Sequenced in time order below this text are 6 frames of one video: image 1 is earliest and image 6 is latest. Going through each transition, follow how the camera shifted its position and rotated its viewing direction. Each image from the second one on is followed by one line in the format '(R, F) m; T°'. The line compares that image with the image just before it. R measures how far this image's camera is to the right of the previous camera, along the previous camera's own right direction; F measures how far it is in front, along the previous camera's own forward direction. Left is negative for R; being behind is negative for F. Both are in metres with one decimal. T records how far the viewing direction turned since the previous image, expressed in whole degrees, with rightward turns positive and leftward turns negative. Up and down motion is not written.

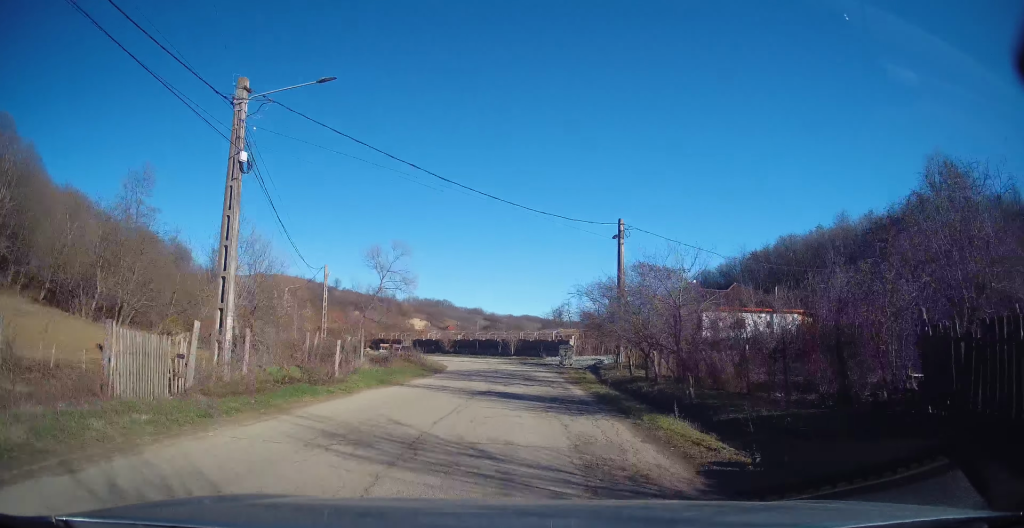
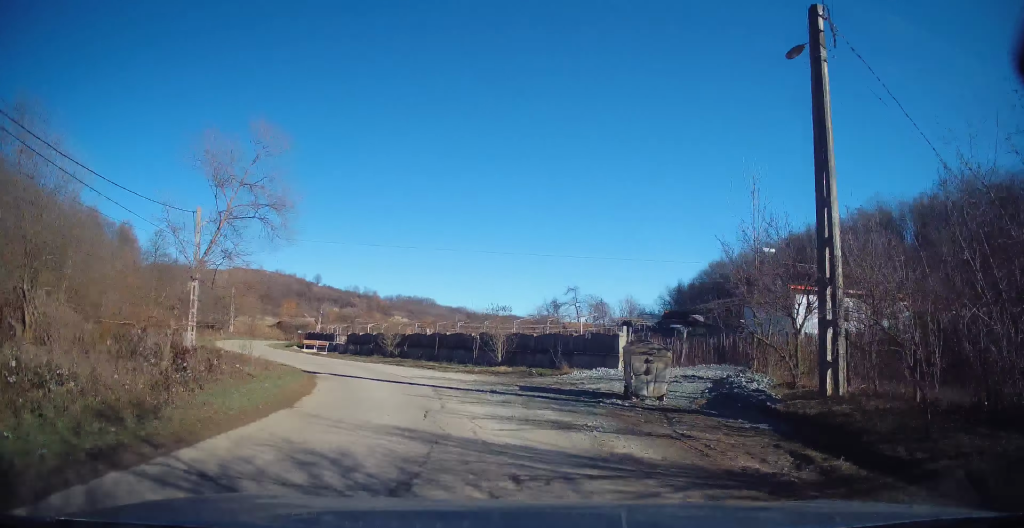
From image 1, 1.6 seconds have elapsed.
(+1.9, +21.2) m; +1°
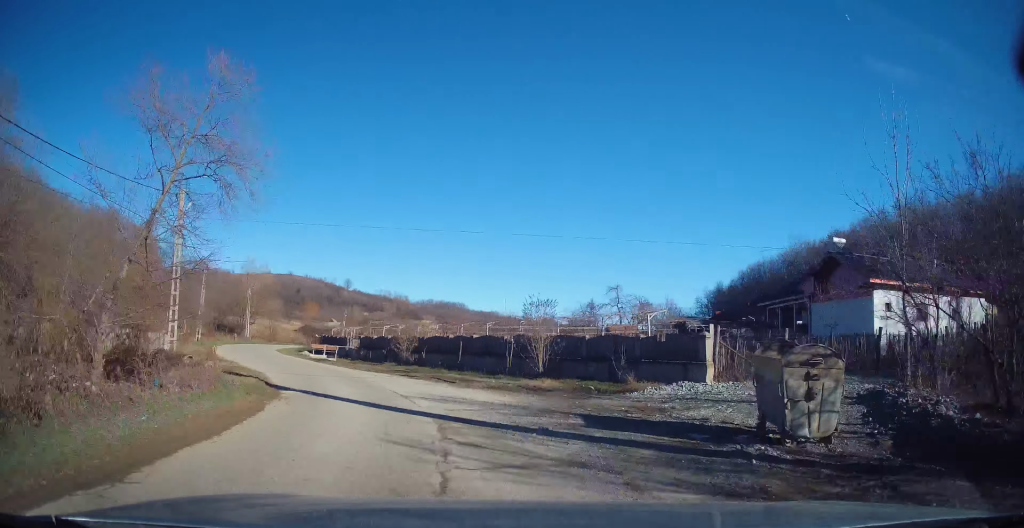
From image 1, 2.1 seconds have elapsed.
(0.0, +5.8) m; -3°
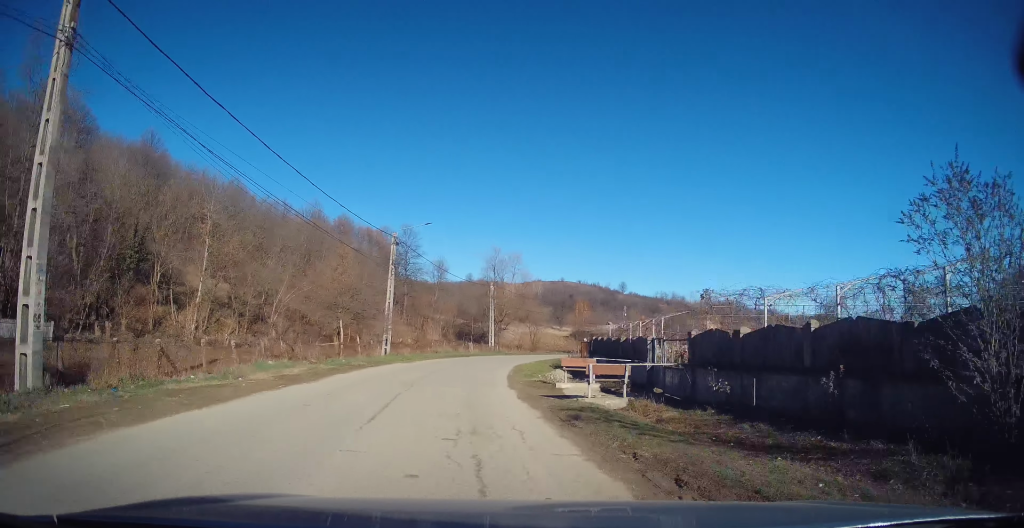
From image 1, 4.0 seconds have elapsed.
(-5.2, +22.6) m; -26°
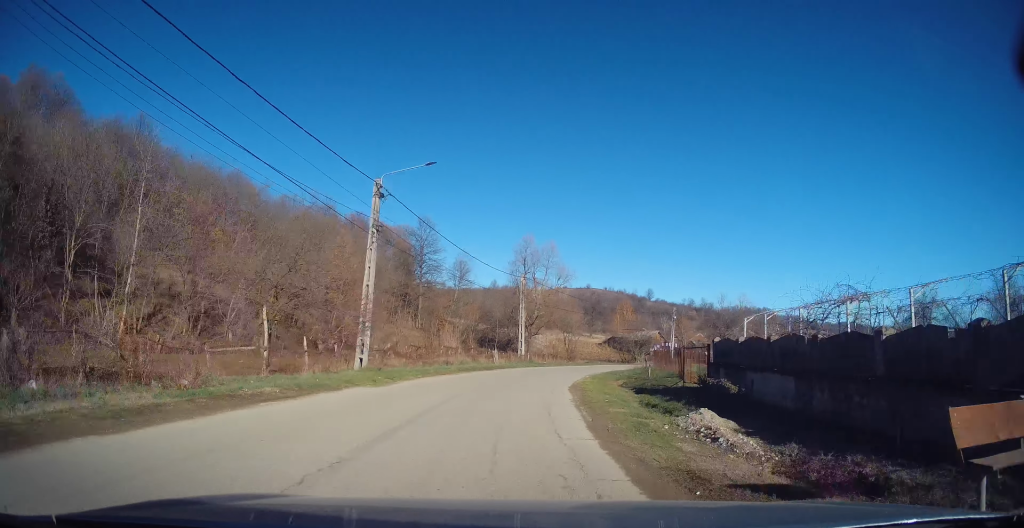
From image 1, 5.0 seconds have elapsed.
(-0.9, +13.1) m; -1°
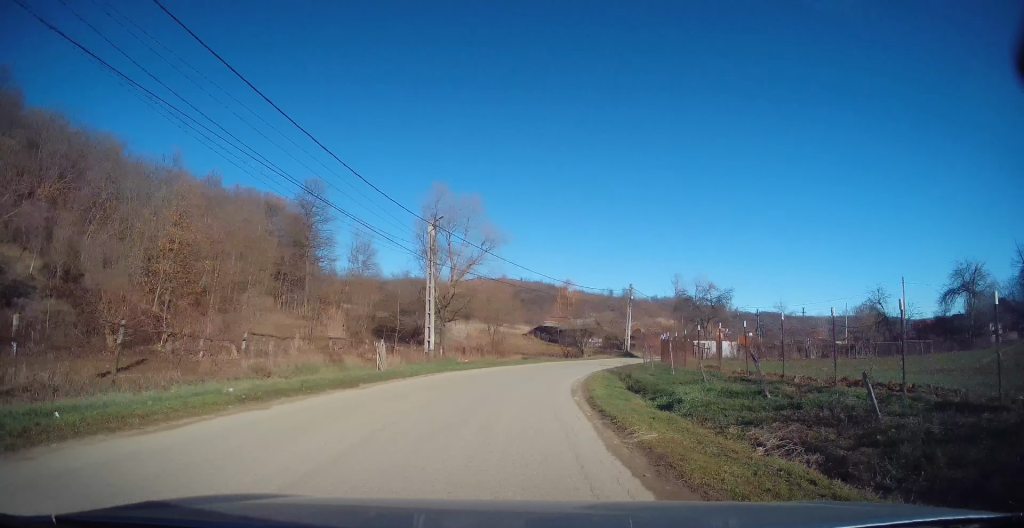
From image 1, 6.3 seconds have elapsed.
(+1.0, +18.1) m; +5°
